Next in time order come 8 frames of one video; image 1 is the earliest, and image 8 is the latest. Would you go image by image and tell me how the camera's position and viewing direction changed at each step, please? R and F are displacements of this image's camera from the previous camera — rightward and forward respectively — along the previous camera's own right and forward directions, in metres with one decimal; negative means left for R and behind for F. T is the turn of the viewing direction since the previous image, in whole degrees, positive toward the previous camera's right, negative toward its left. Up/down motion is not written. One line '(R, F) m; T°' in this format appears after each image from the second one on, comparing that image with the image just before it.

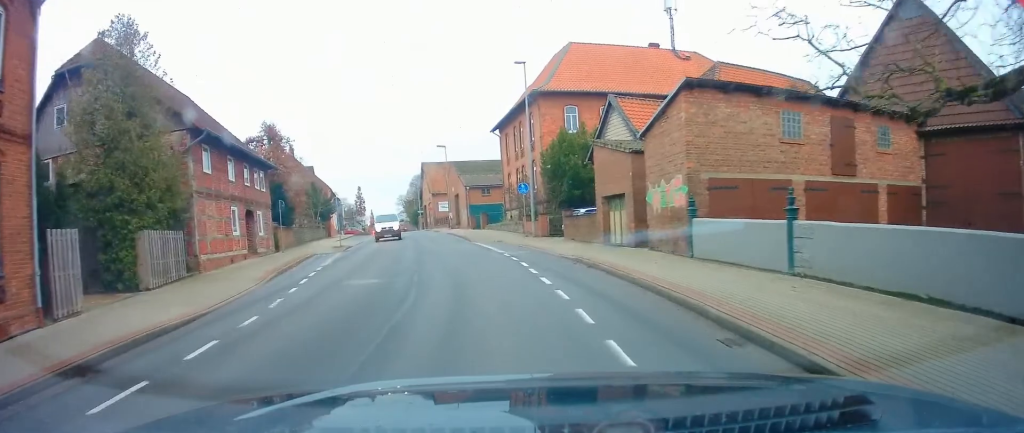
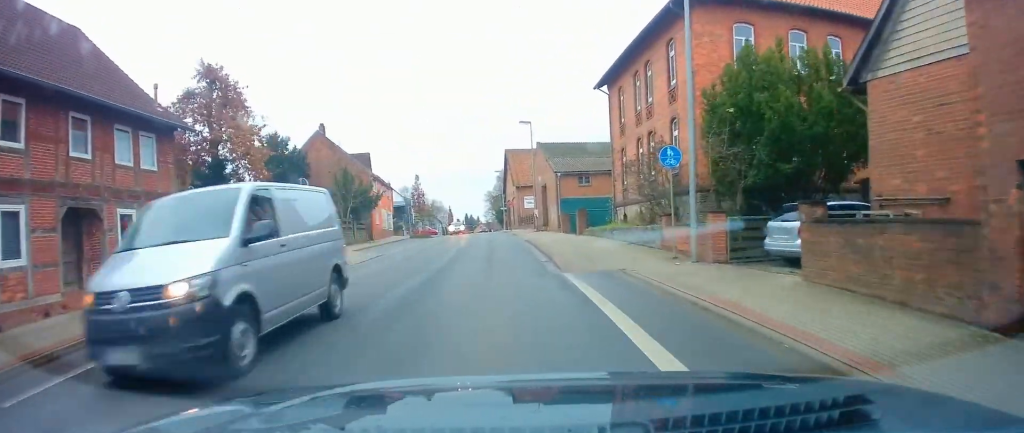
(-1.6, +16.3) m; -8°
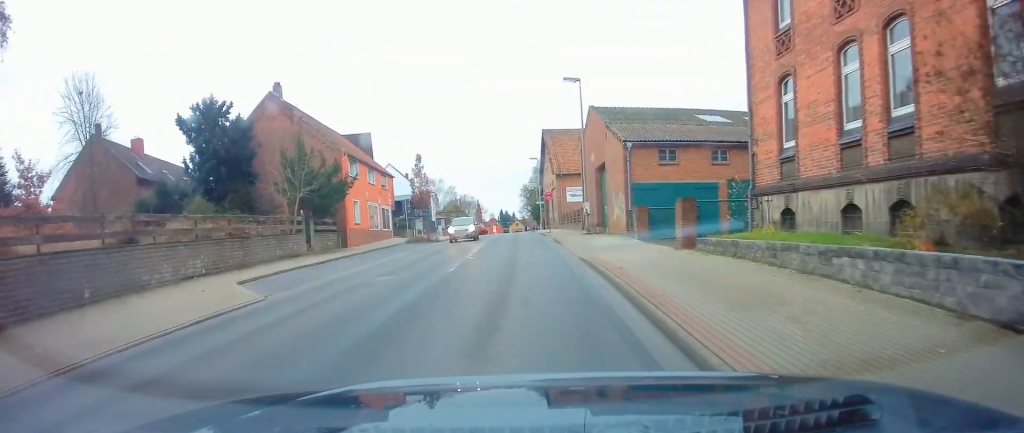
(-0.9, +15.5) m; -6°
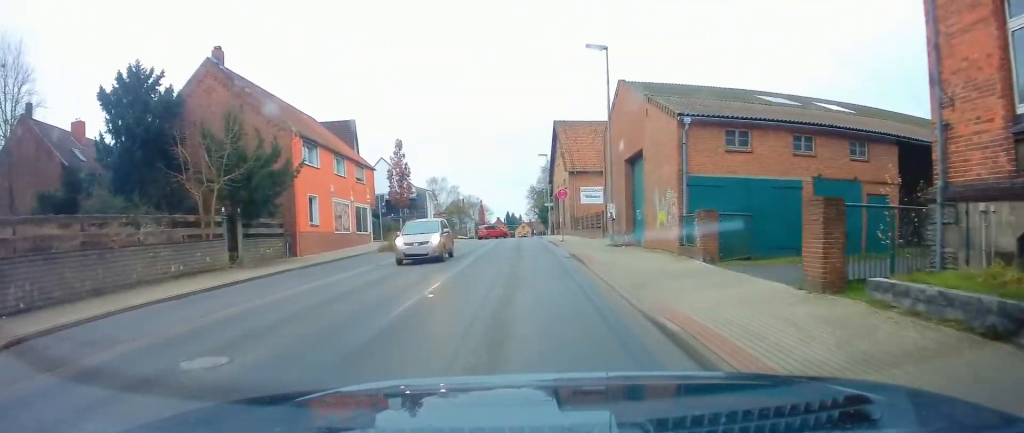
(-0.3, +8.3) m; -2°
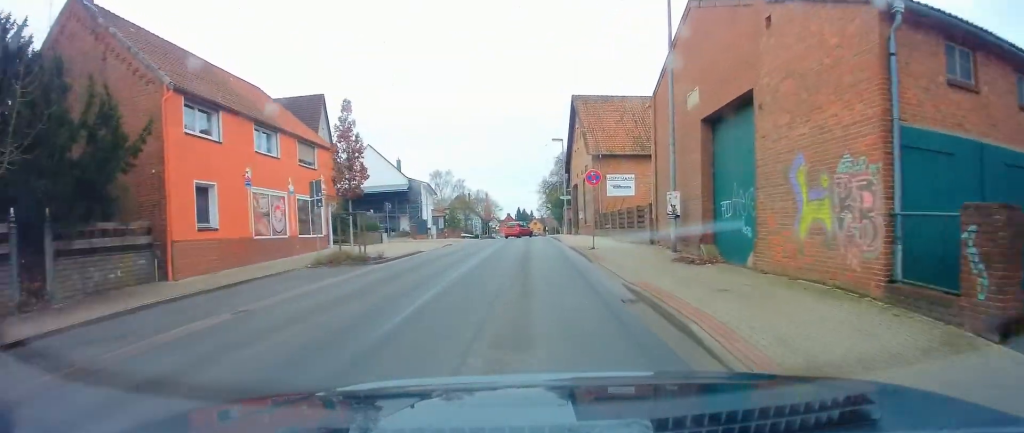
(0.0, +10.6) m; -1°
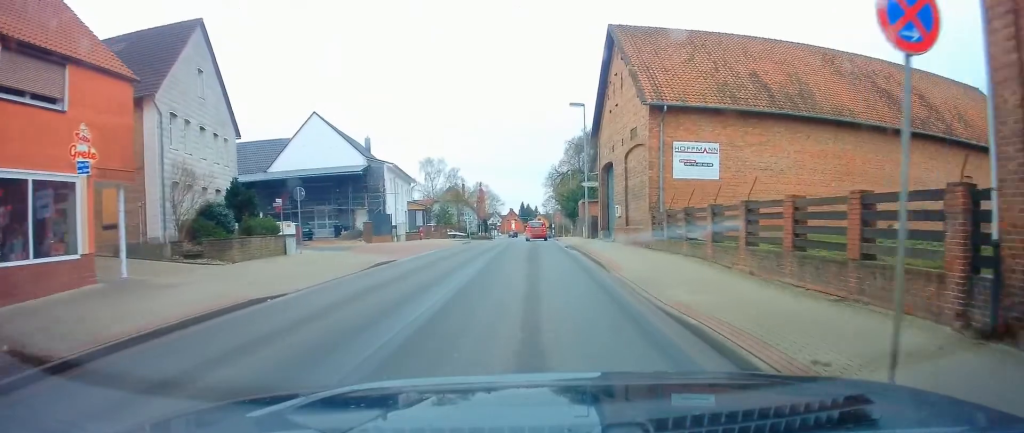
(-0.4, +17.6) m; -1°
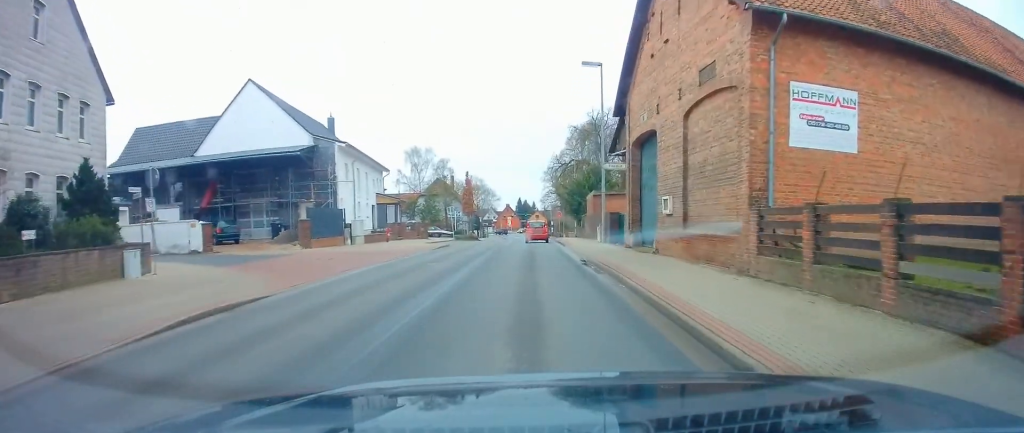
(0.0, +11.0) m; +1°
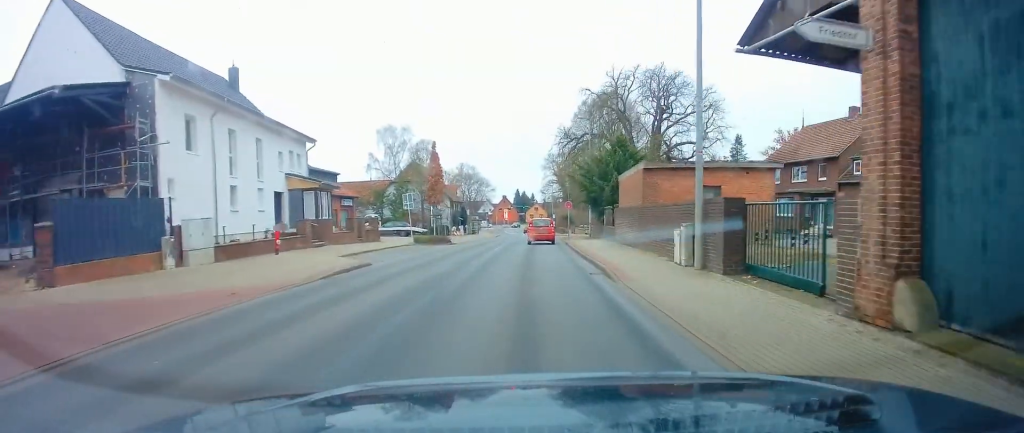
(-0.1, +18.0) m; -2°
